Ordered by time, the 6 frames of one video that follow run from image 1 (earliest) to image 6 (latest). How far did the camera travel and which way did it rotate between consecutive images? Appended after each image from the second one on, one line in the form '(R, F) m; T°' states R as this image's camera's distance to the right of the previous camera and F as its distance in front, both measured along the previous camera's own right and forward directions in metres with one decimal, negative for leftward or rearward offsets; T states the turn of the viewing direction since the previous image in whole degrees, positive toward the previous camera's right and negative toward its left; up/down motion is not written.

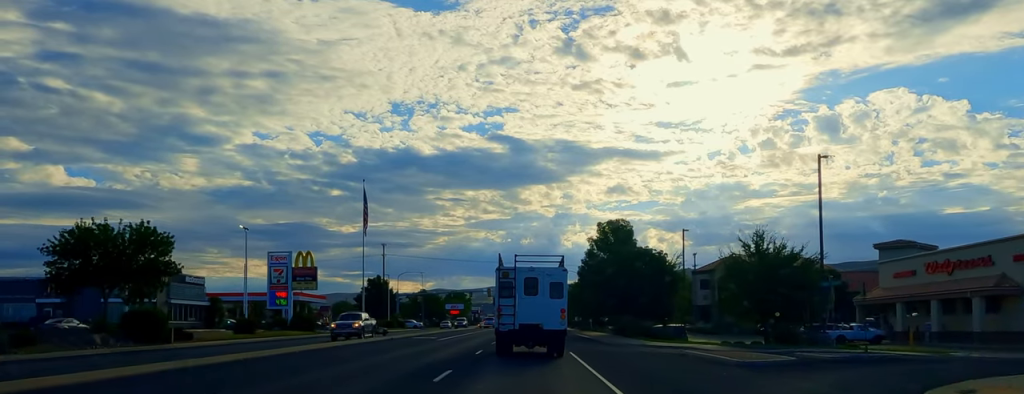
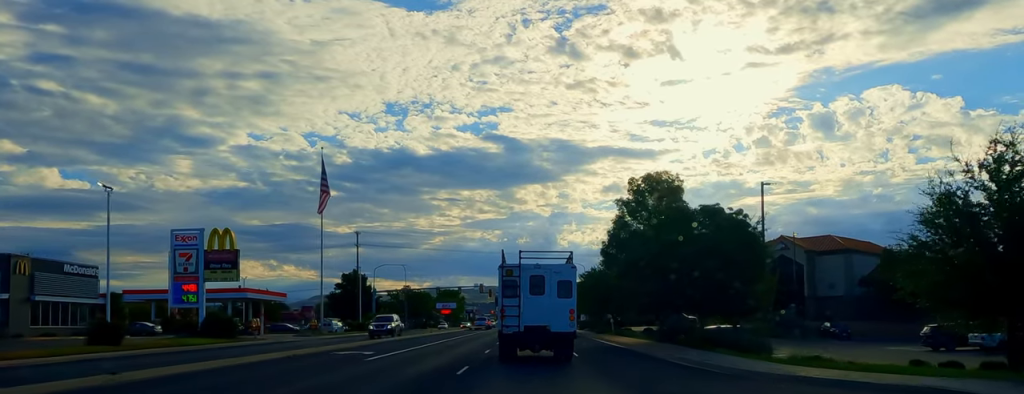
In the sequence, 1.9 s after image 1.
(+0.9, +20.9) m; +3°
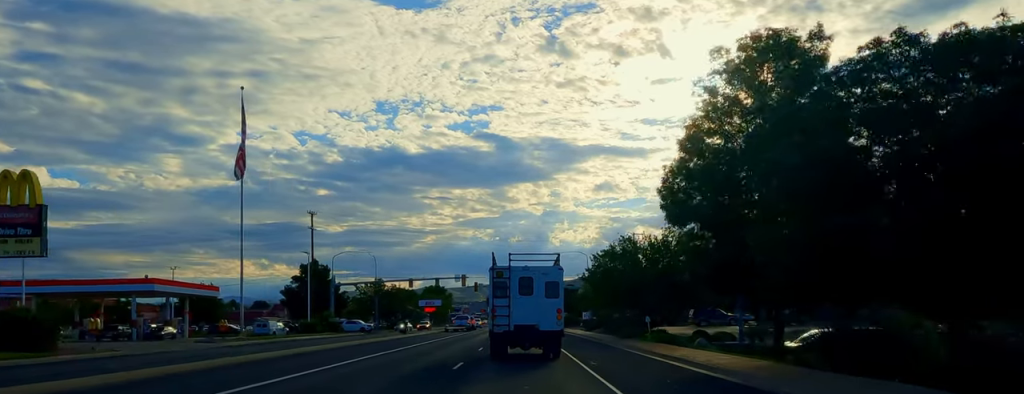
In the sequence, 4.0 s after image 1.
(0.0, +22.5) m; +2°
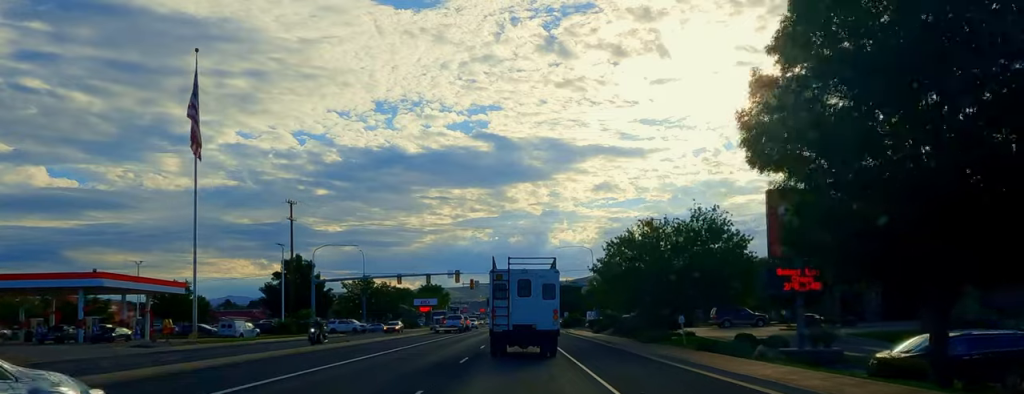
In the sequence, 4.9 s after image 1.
(-0.2, +9.6) m; +2°
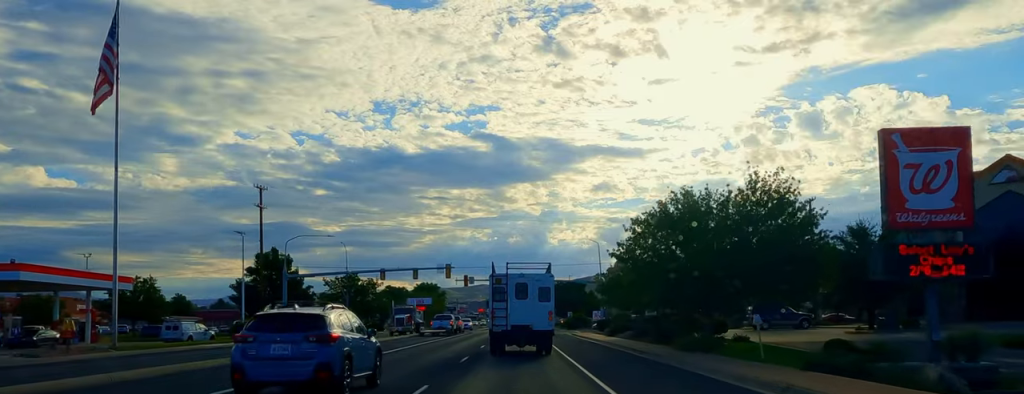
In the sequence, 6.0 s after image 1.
(+0.4, +11.5) m; -1°
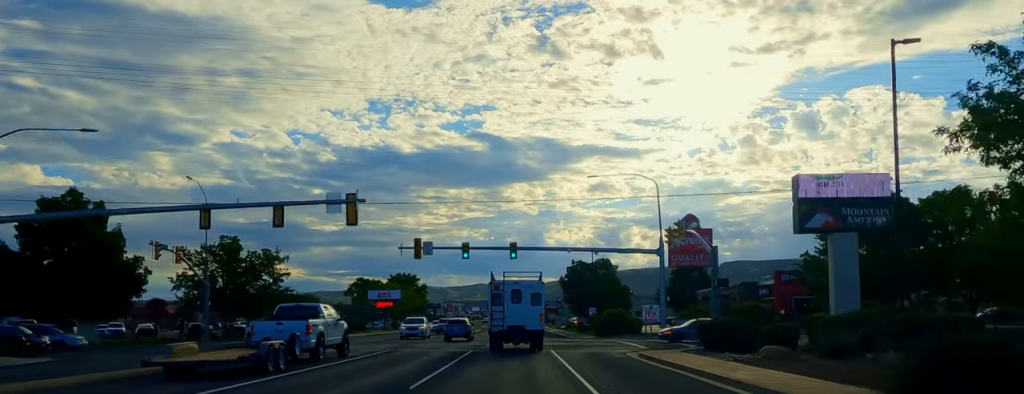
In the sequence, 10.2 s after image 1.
(-3.2, +47.5) m; -5°
